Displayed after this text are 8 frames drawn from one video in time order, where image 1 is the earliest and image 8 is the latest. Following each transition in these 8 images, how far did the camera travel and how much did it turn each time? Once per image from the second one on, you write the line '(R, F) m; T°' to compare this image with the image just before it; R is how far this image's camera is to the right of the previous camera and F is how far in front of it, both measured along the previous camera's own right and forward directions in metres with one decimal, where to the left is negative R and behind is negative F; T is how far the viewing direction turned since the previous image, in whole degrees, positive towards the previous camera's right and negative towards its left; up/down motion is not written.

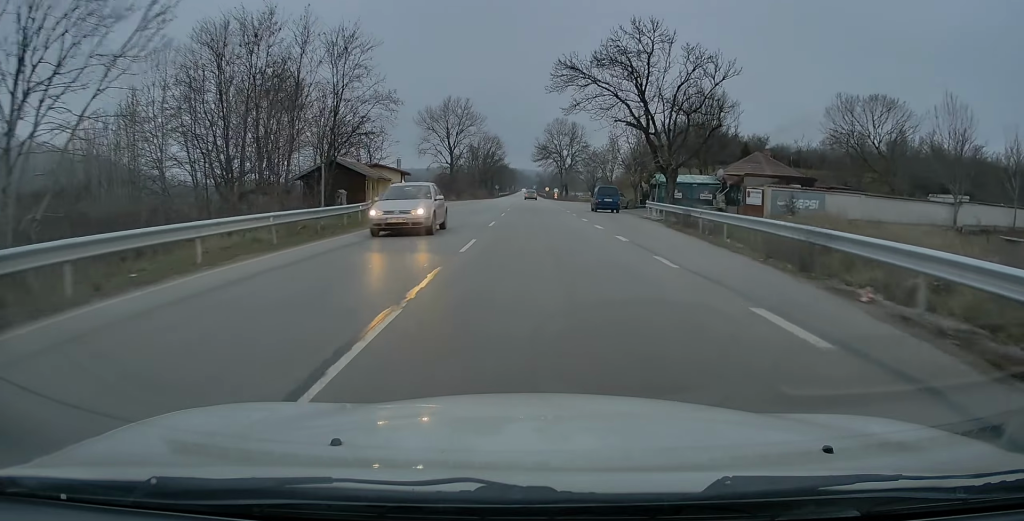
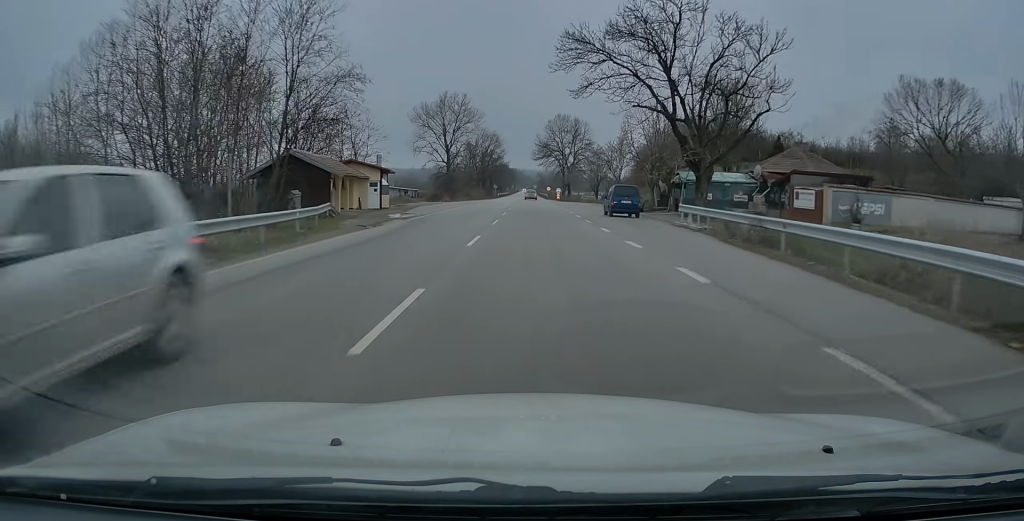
(-0.1, +7.7) m; 0°
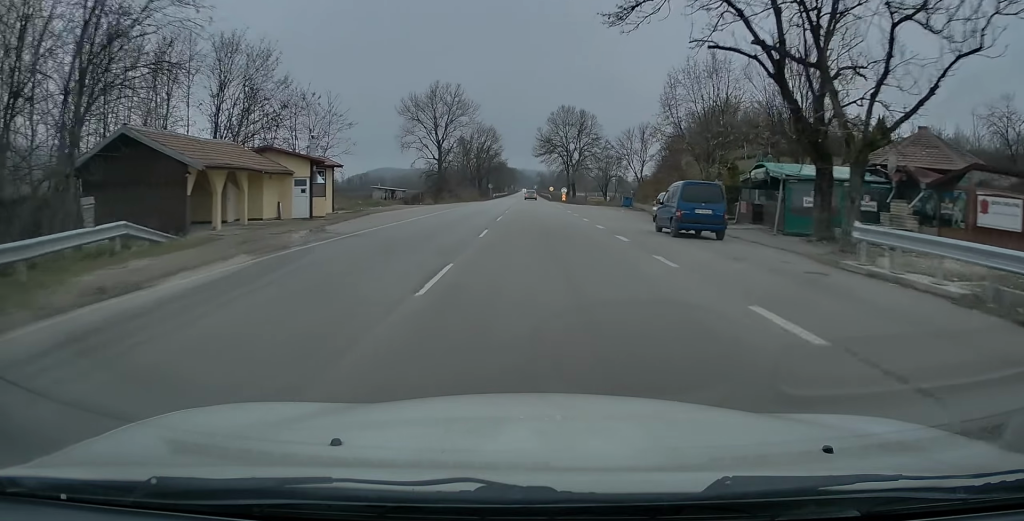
(0.0, +15.5) m; 0°
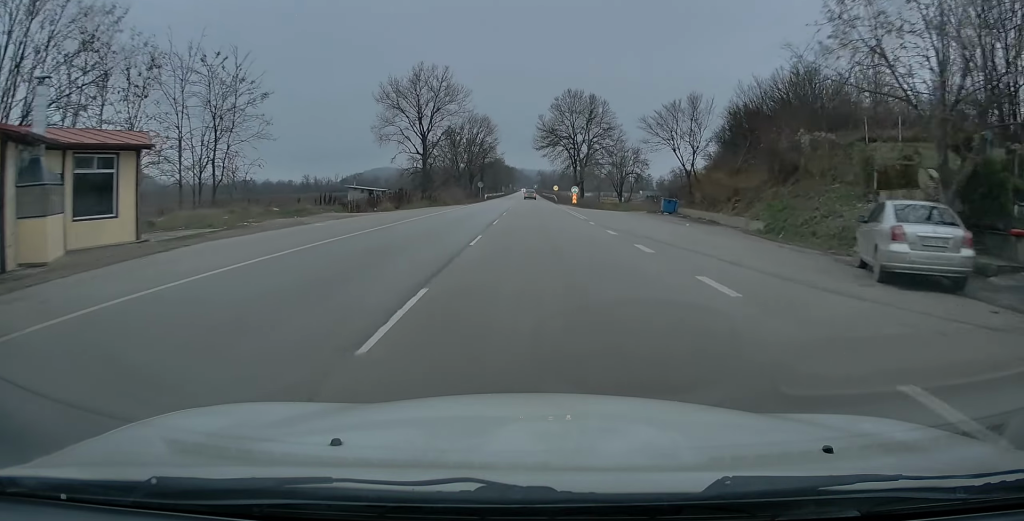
(+0.1, +20.8) m; 0°
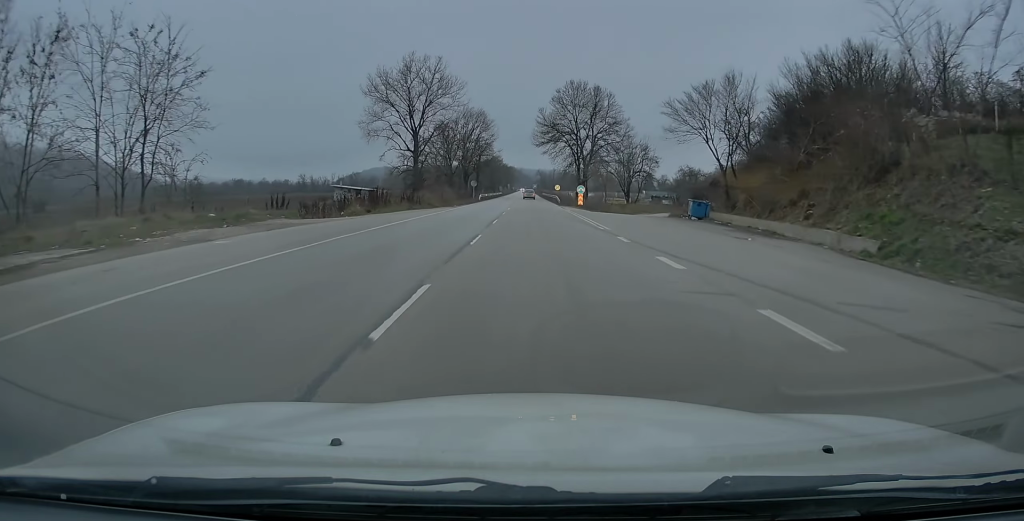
(0.0, +8.7) m; 0°
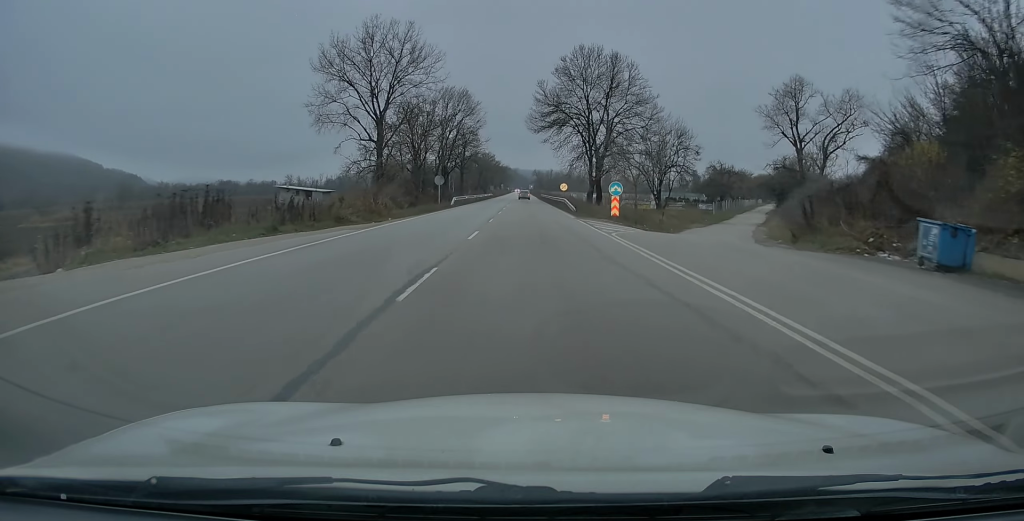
(0.0, +25.3) m; 0°
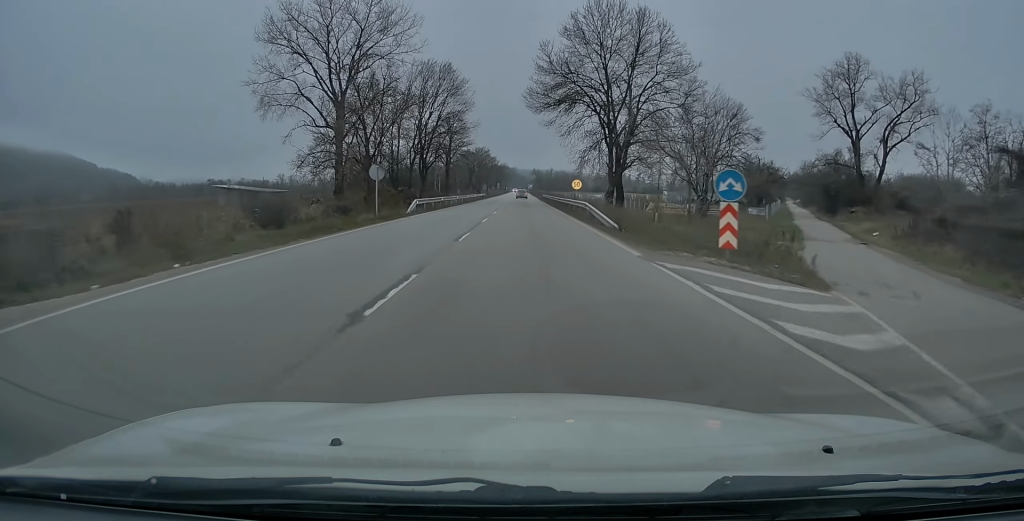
(+0.1, +19.1) m; 0°
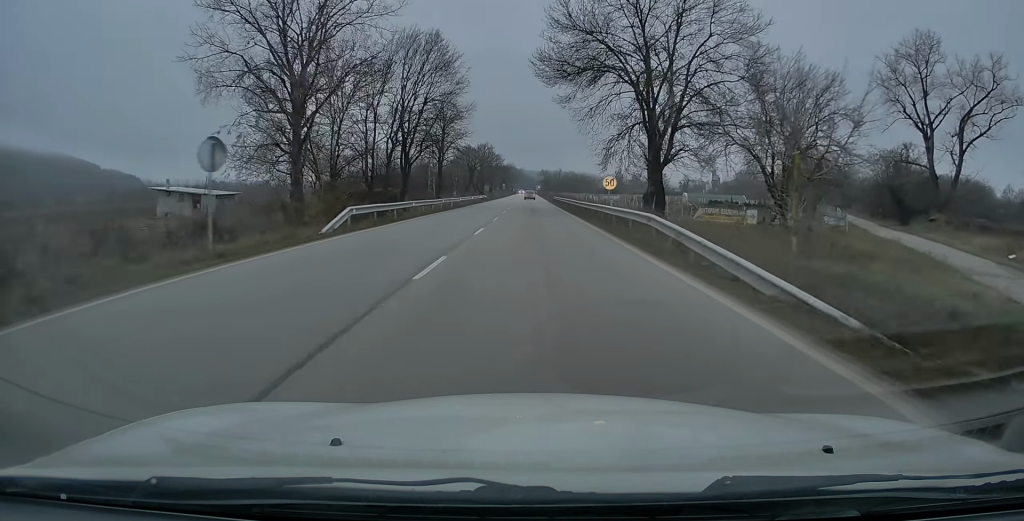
(-0.1, +15.5) m; -1°
